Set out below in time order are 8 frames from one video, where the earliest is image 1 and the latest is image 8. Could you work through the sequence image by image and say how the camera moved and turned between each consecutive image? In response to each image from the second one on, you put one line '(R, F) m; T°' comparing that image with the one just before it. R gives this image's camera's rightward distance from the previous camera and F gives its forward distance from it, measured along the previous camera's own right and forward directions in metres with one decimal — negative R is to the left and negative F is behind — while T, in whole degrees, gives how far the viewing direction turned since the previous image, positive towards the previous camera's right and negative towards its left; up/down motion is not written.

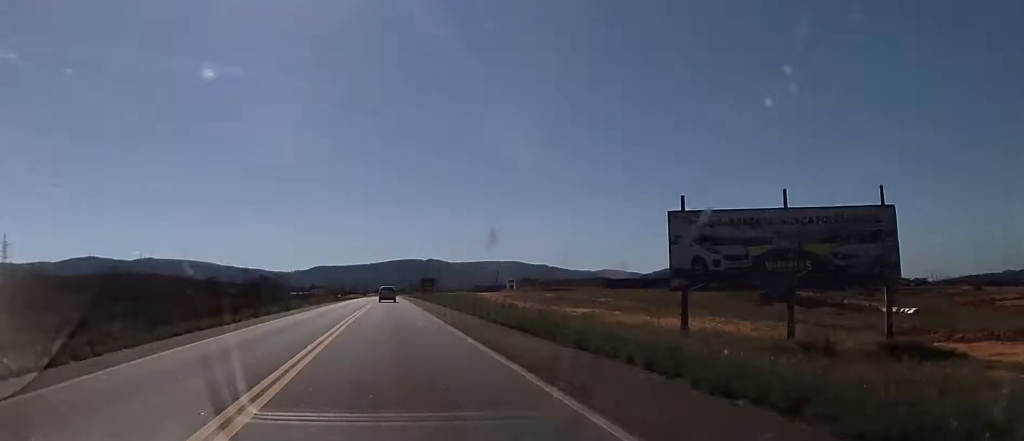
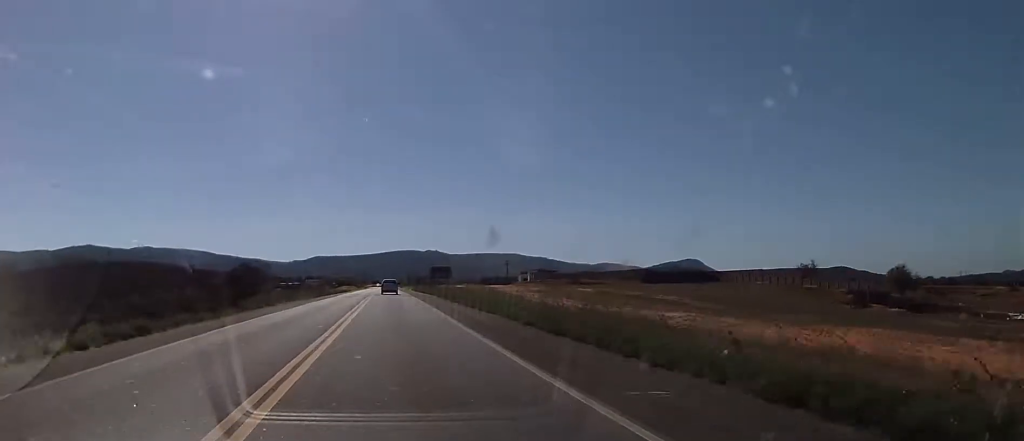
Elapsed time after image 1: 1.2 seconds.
(+0.1, +28.2) m; 0°
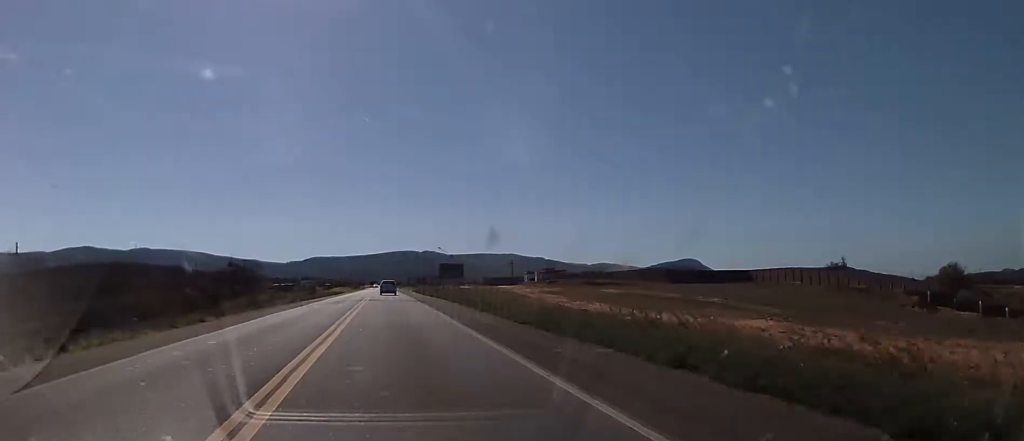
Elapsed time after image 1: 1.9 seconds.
(+0.1, +15.1) m; 0°
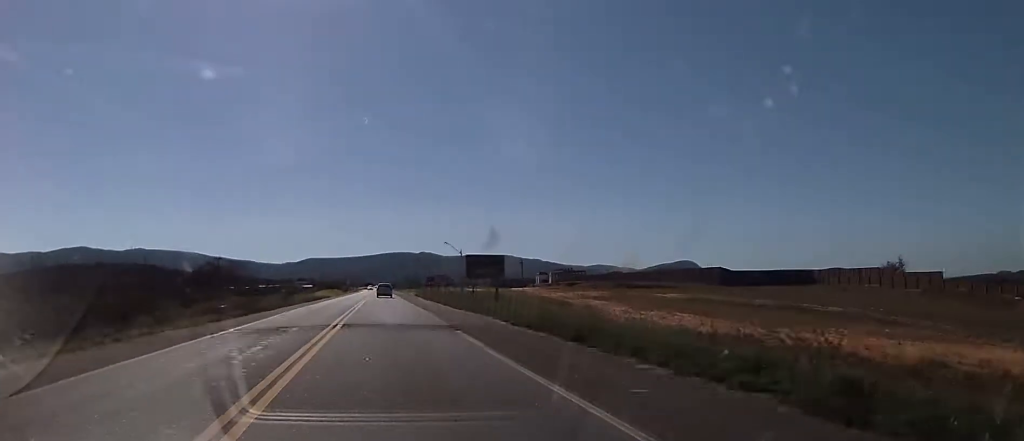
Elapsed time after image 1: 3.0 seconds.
(+0.2, +24.7) m; 0°
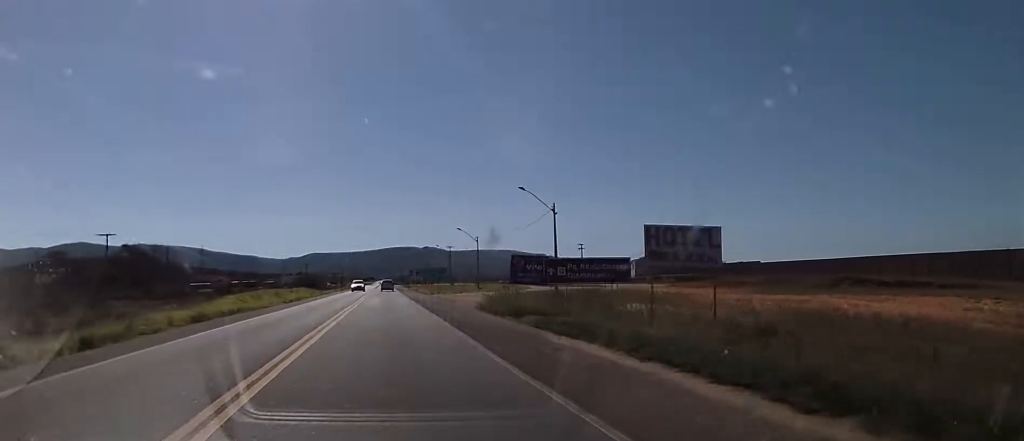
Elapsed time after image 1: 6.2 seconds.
(-0.7, +65.4) m; -1°
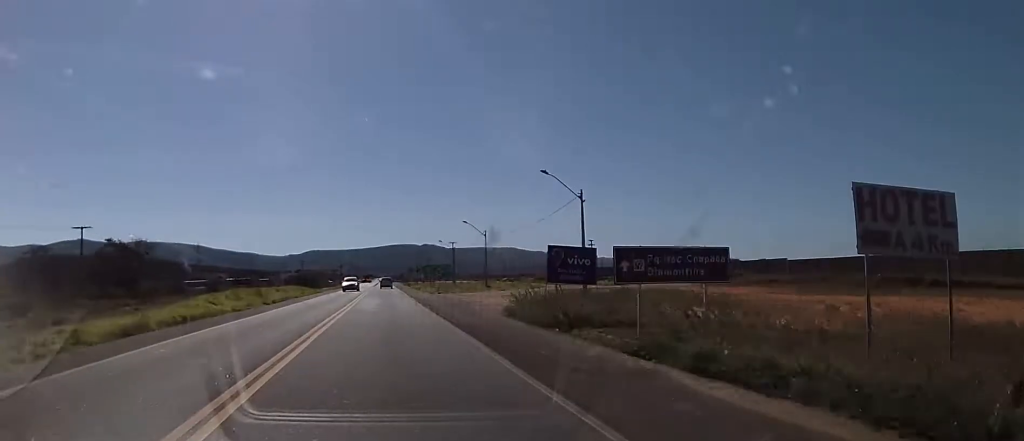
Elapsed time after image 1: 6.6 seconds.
(0.0, +8.1) m; 0°
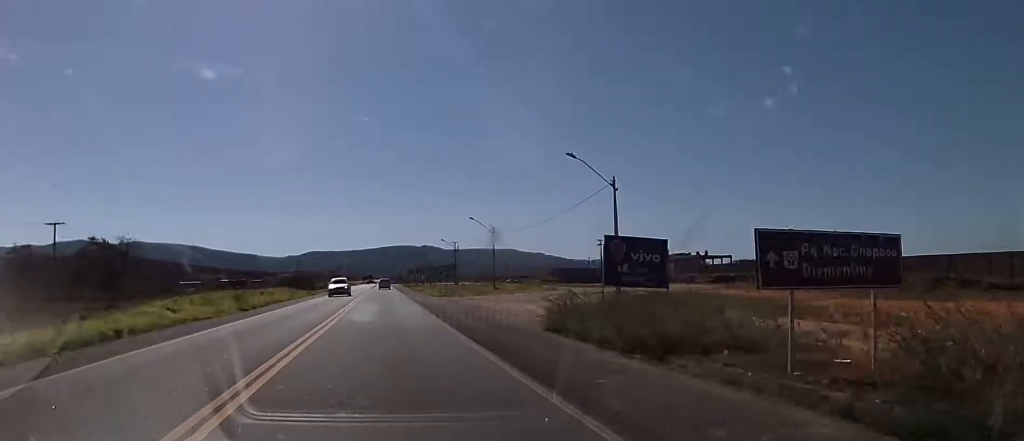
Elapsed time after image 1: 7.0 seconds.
(+0.1, +7.2) m; 0°
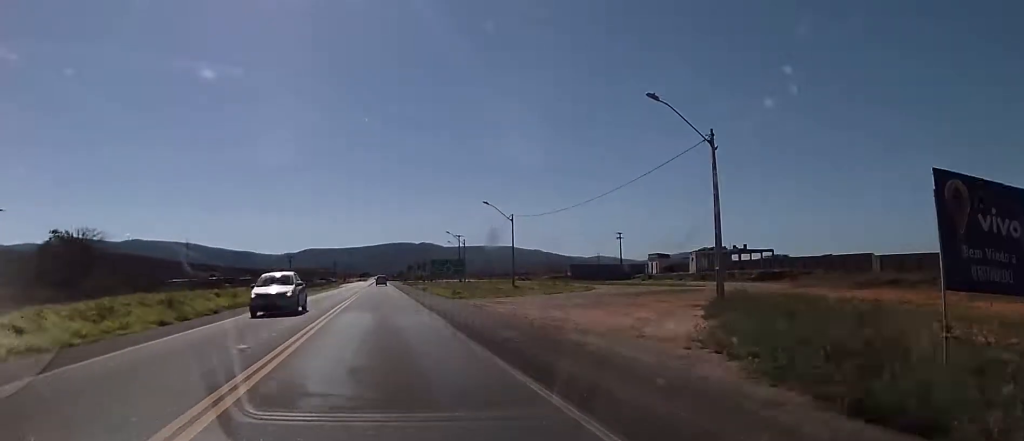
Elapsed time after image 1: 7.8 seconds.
(+0.1, +13.5) m; 0°
